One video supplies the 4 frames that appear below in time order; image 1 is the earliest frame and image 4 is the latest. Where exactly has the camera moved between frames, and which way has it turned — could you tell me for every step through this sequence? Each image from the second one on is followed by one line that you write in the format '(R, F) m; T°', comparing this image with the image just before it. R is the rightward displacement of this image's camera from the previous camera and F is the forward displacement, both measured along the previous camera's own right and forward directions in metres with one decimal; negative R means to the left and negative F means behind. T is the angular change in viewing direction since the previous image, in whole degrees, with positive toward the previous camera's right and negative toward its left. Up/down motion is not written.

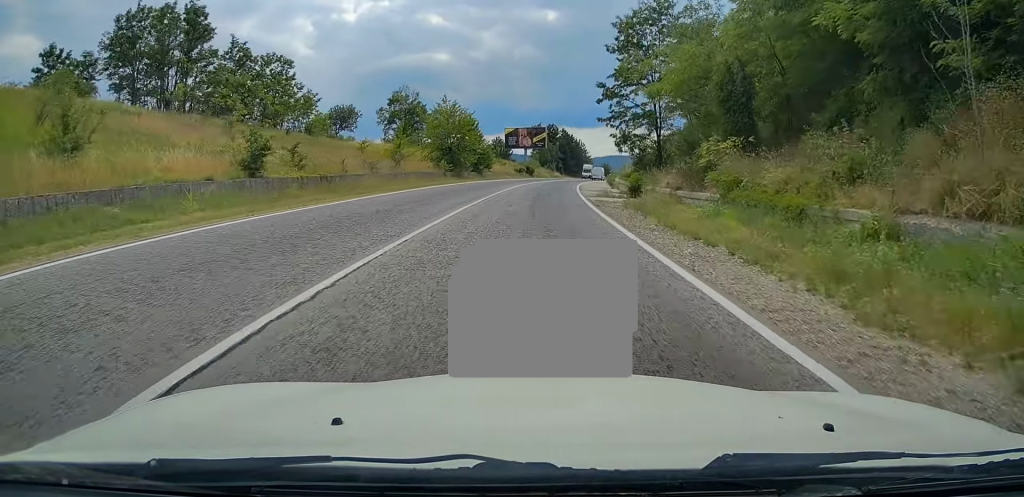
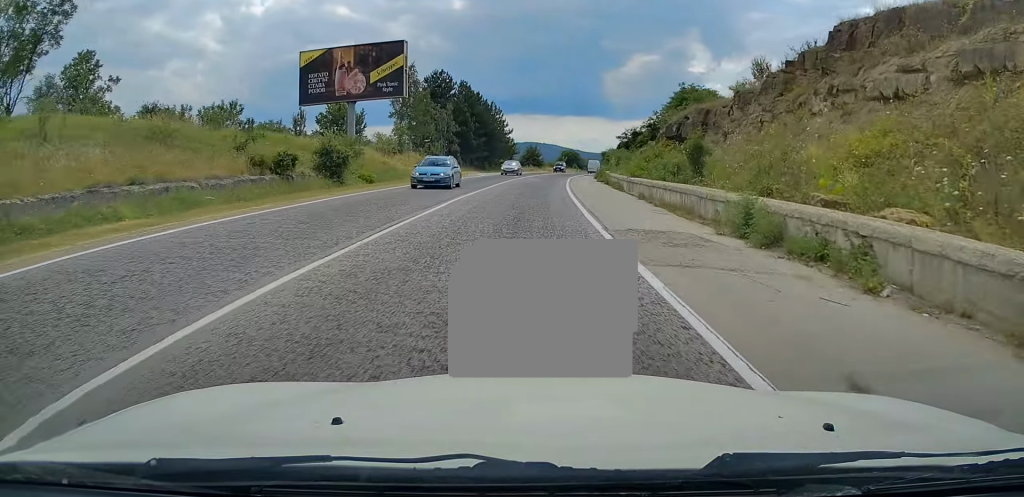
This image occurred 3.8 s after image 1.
(+6.3, +78.2) m; +8°
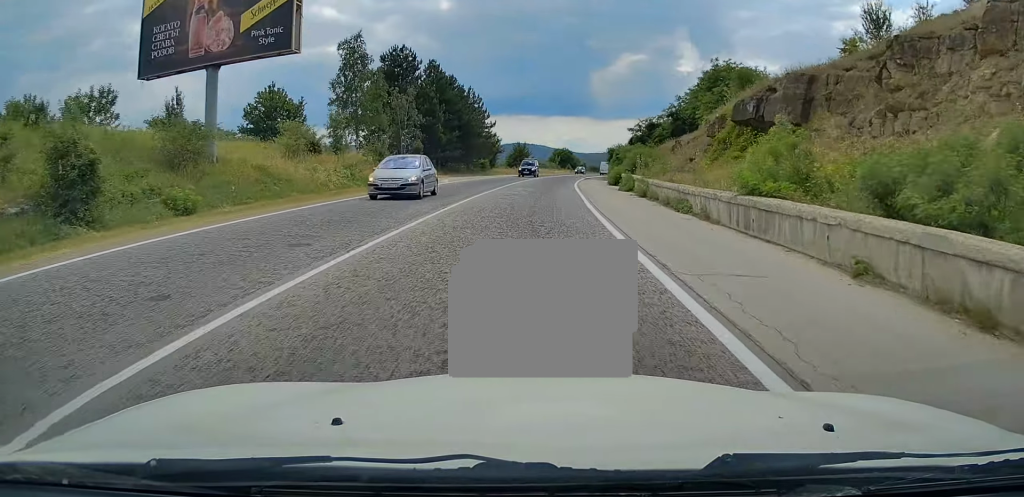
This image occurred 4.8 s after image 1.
(0.0, +20.3) m; +1°
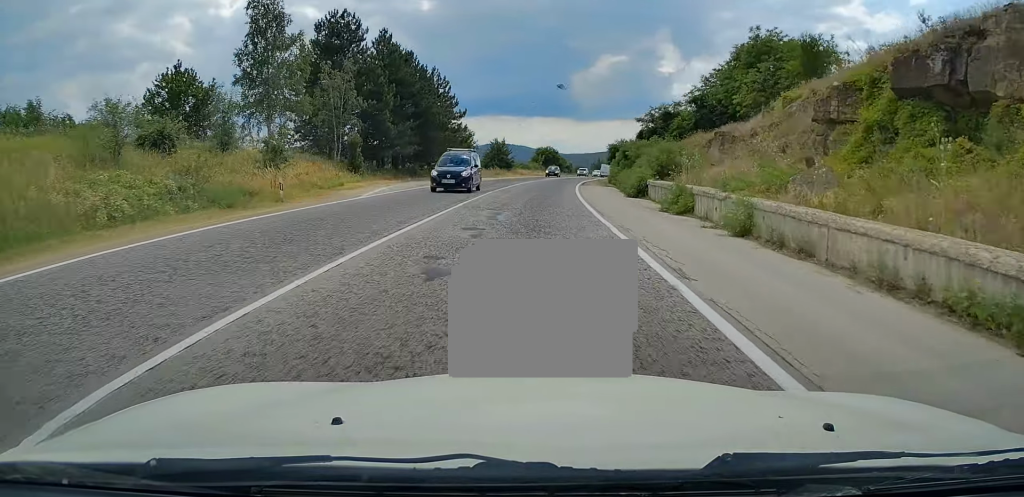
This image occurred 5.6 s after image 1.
(+0.4, +16.7) m; +2°
